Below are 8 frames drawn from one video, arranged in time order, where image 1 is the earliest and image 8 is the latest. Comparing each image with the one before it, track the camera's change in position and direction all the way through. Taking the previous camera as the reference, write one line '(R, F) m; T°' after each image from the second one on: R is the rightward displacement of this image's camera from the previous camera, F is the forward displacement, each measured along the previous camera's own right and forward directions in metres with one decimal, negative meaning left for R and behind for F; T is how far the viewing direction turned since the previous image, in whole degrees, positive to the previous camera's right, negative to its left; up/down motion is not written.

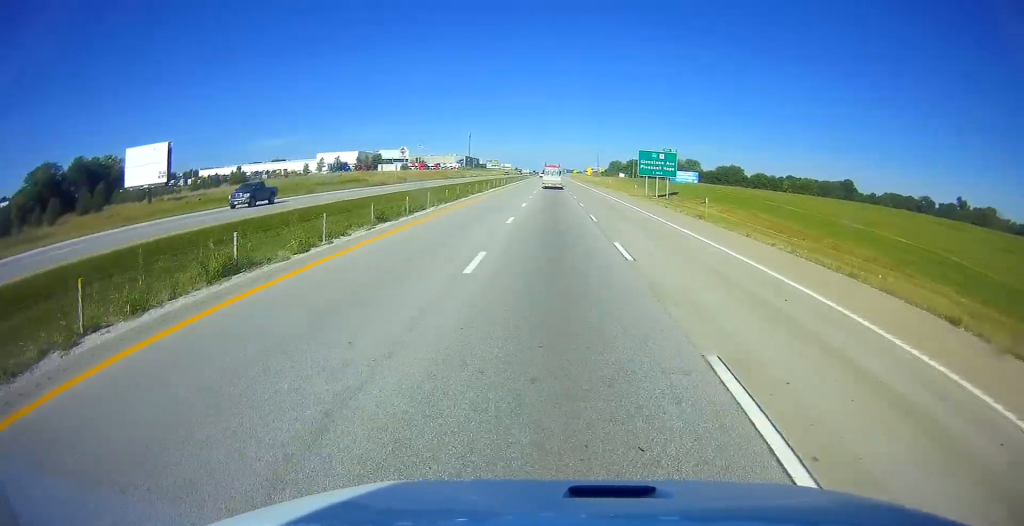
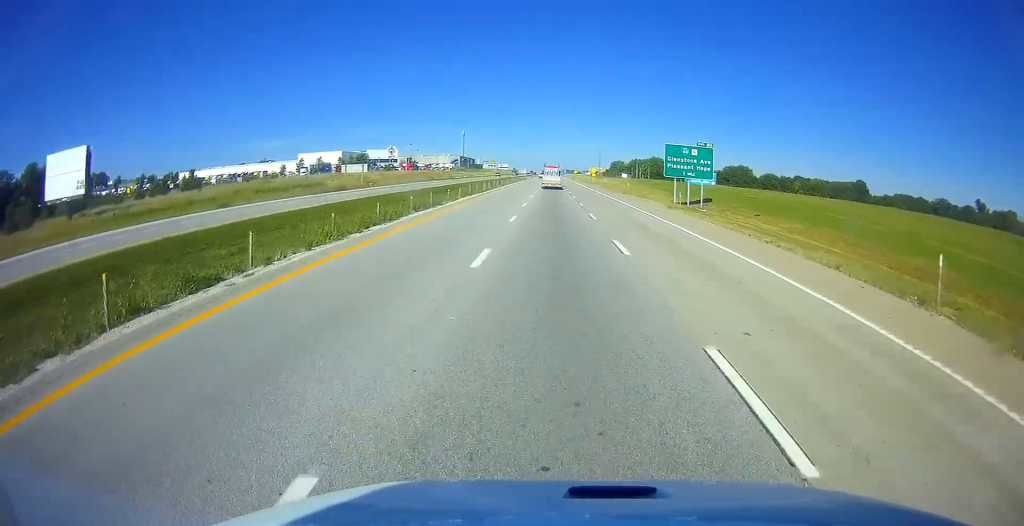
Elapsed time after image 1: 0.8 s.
(0.0, +23.4) m; 0°
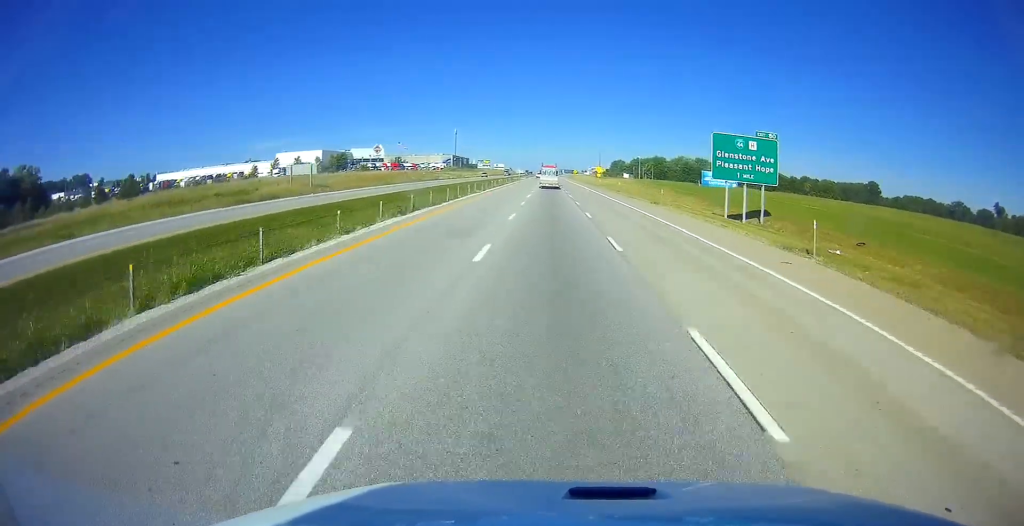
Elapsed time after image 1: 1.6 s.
(+0.2, +23.5) m; 0°
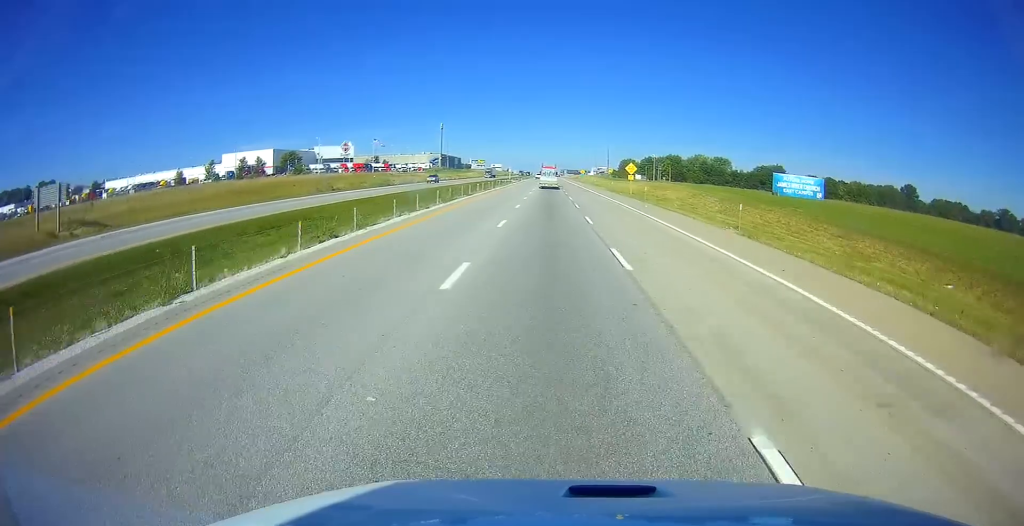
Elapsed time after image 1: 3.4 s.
(-0.3, +51.8) m; 0°
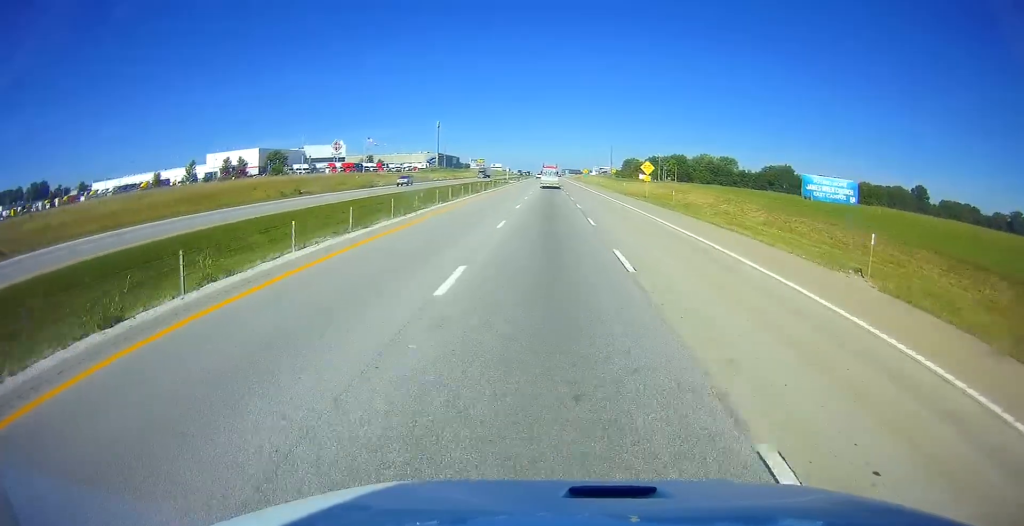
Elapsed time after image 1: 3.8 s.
(0.0, +12.7) m; 0°
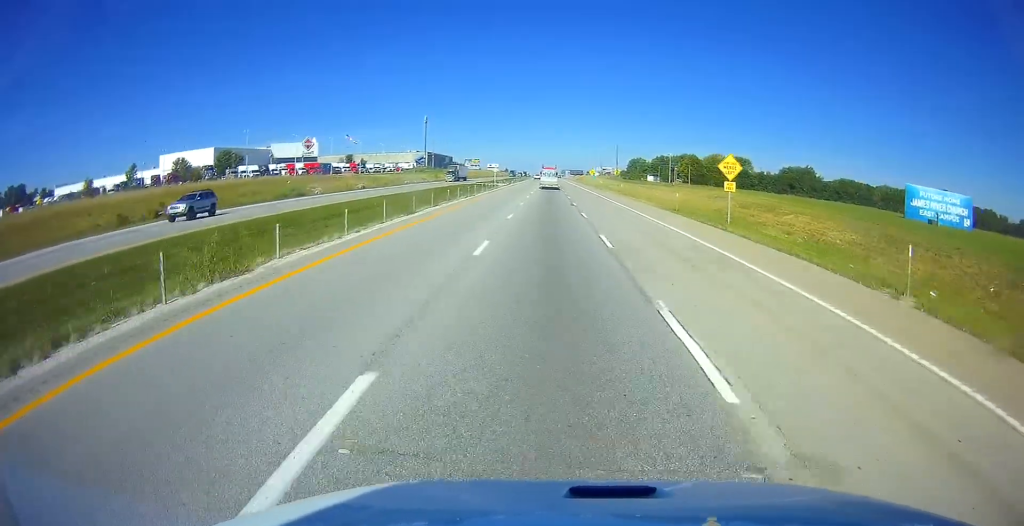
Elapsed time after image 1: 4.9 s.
(0.0, +31.4) m; 0°
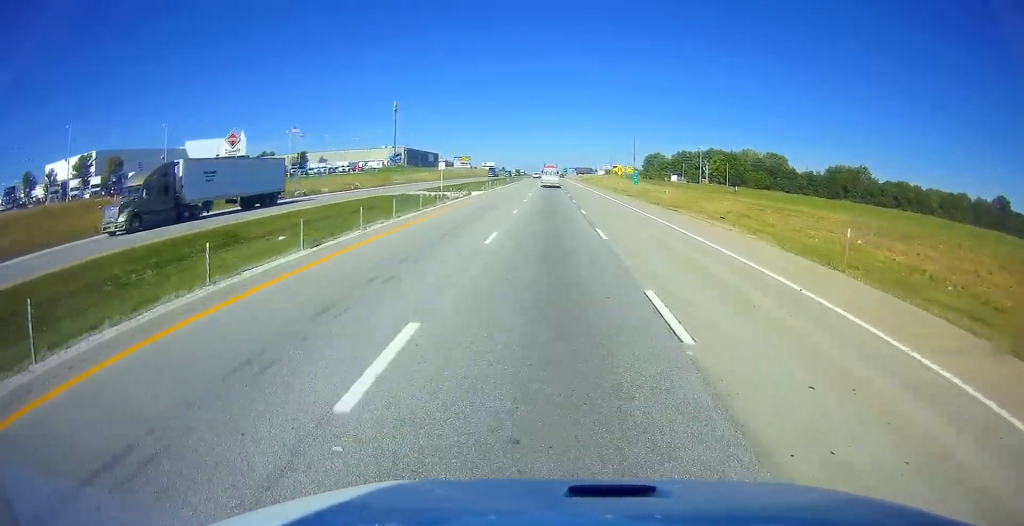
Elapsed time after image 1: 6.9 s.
(0.0, +59.0) m; 0°
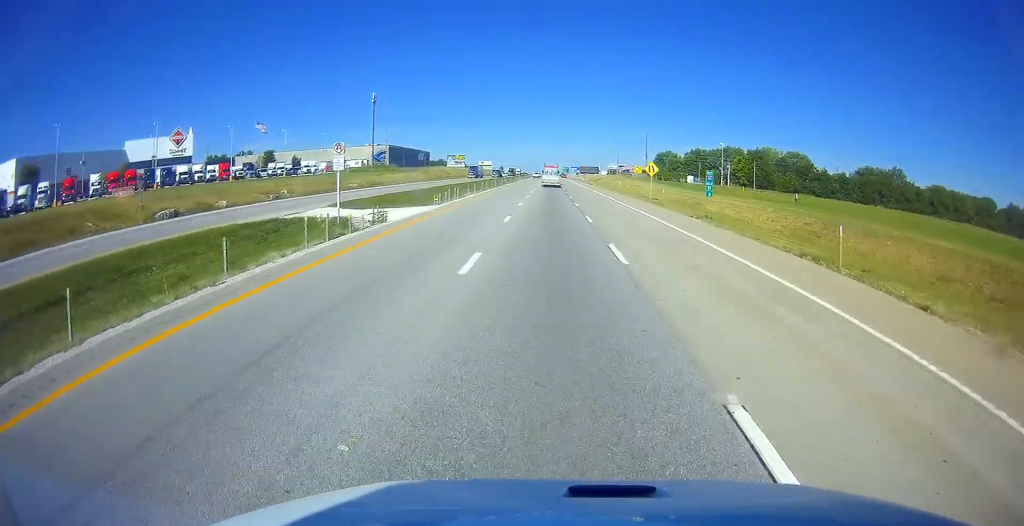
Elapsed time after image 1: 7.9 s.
(0.0, +29.5) m; 0°
